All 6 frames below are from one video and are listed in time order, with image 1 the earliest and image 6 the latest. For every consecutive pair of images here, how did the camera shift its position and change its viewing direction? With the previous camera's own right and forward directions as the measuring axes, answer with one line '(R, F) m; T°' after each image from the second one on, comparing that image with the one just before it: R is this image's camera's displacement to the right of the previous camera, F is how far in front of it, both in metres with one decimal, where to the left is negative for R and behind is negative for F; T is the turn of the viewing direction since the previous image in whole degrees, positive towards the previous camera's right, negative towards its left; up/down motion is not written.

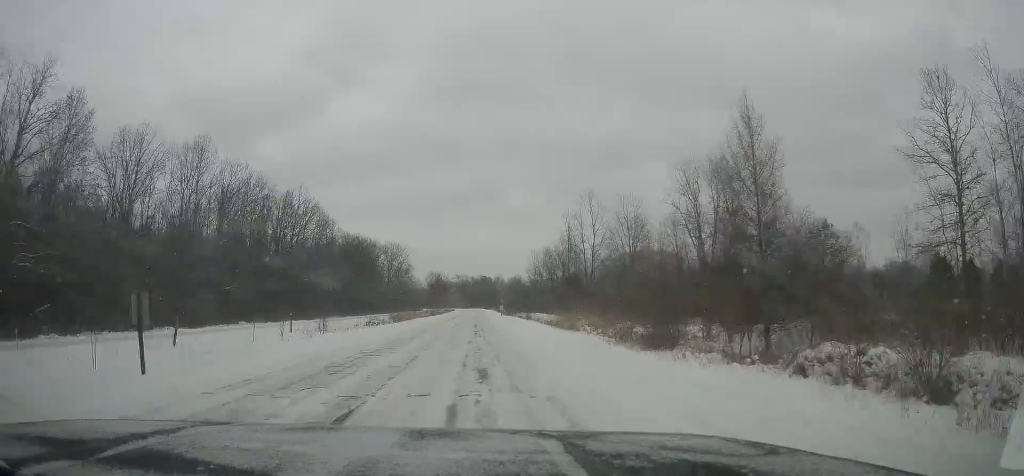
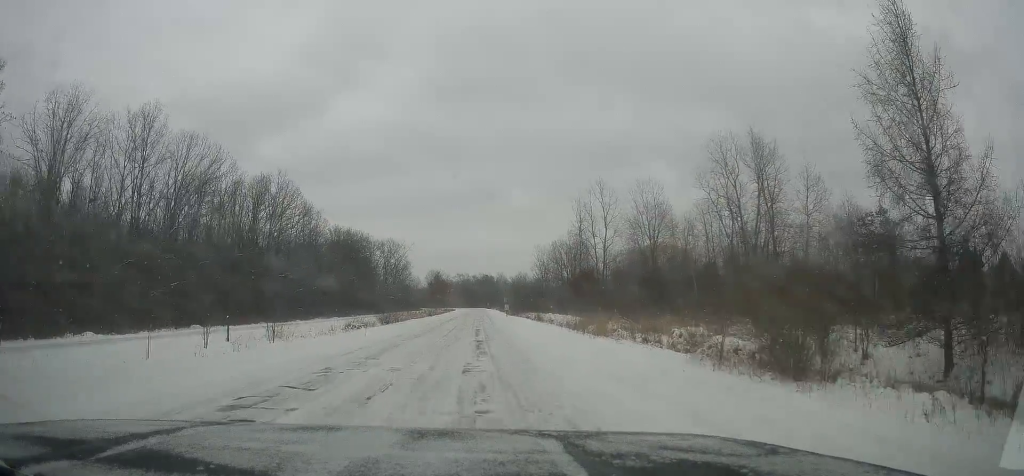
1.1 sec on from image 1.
(-0.3, +12.0) m; 0°
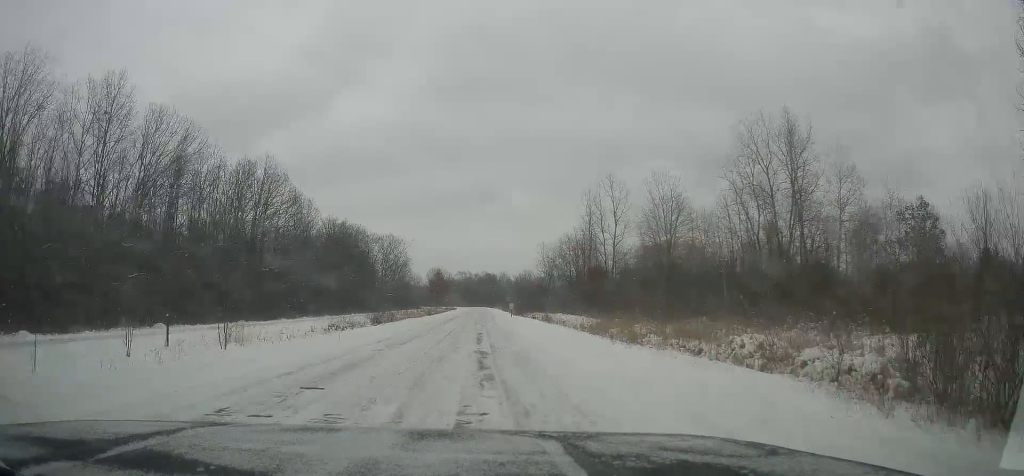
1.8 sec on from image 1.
(+0.2, +7.0) m; 0°
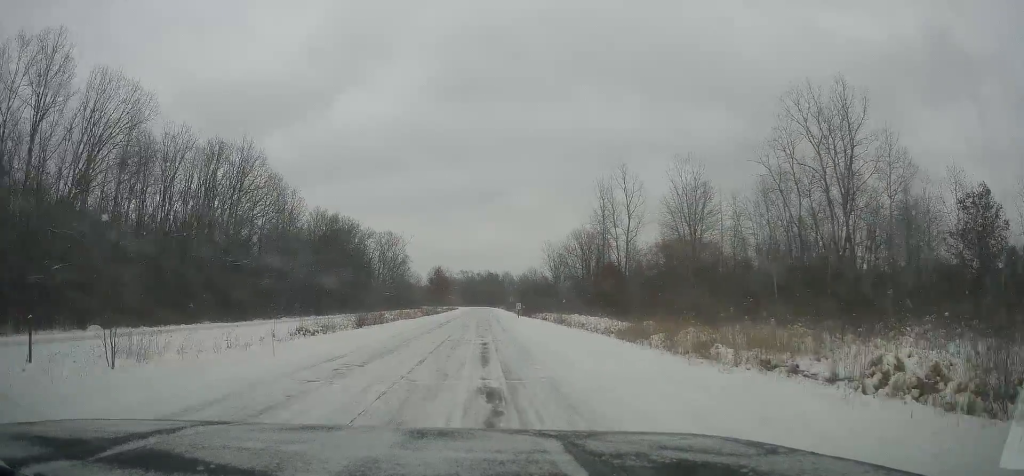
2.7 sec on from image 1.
(0.0, +9.5) m; -1°
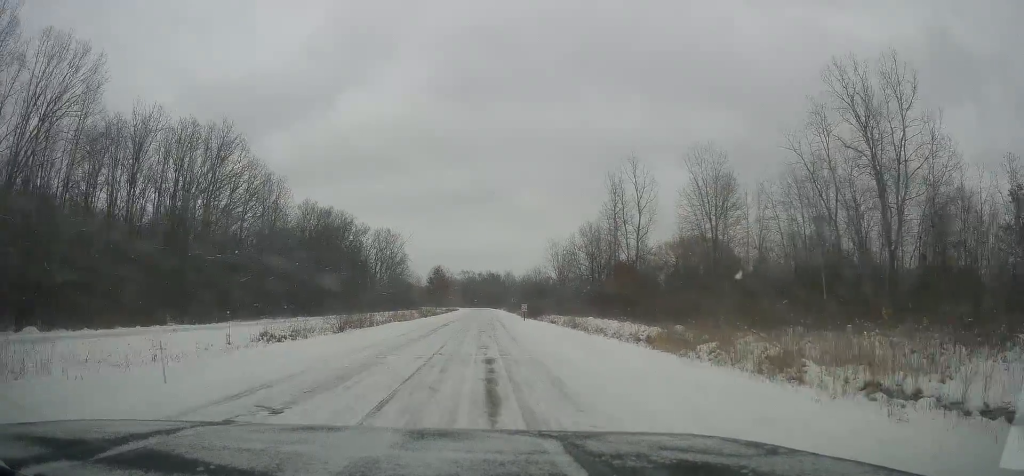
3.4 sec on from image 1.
(-0.2, +7.0) m; -2°
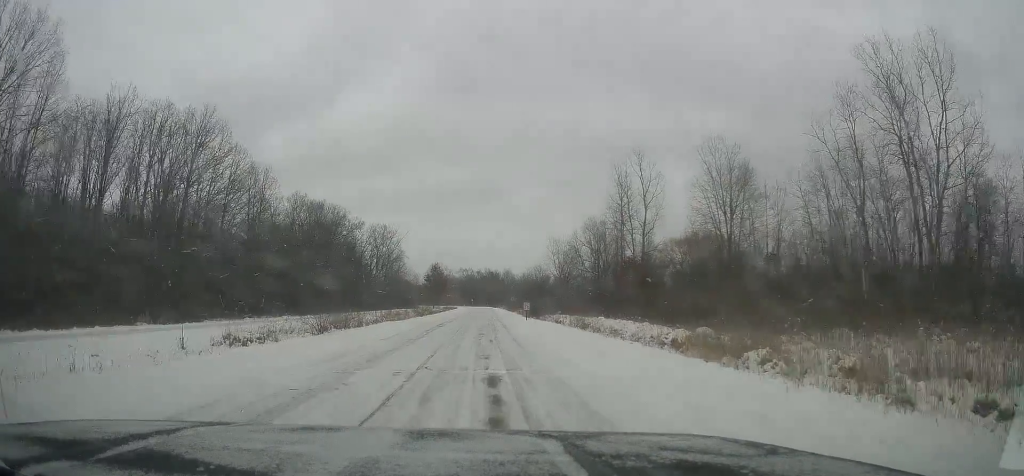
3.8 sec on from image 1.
(0.0, +4.9) m; +1°
